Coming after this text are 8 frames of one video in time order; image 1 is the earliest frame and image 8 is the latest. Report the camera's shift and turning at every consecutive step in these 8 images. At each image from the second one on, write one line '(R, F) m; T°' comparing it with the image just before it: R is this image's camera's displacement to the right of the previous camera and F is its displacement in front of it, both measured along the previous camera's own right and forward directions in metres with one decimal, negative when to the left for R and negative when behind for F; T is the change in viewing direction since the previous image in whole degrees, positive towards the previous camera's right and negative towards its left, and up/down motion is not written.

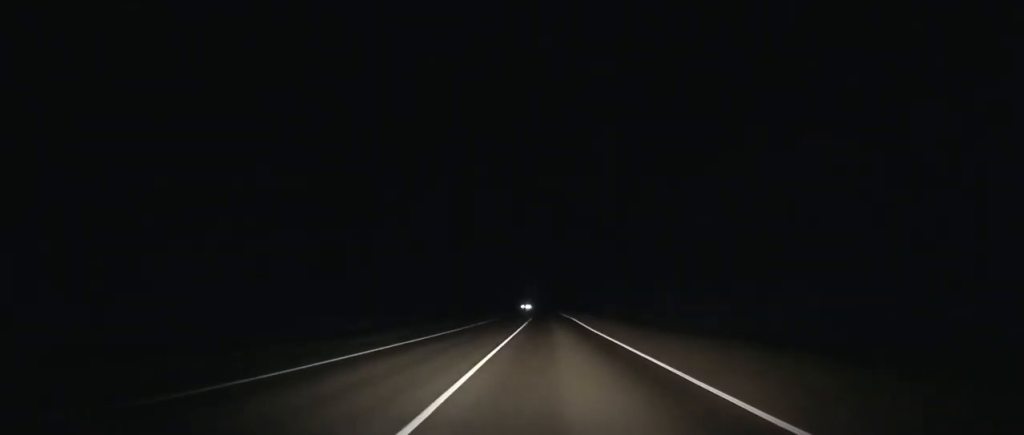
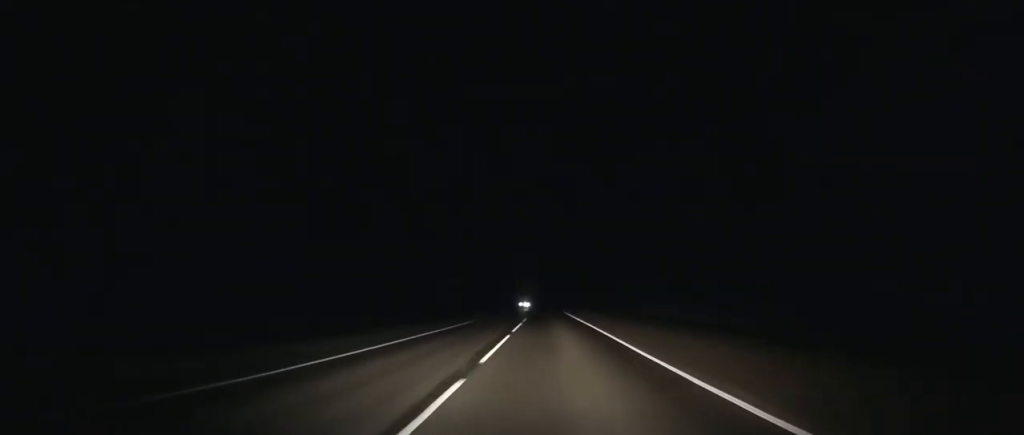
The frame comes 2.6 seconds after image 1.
(-0.1, +71.4) m; 0°
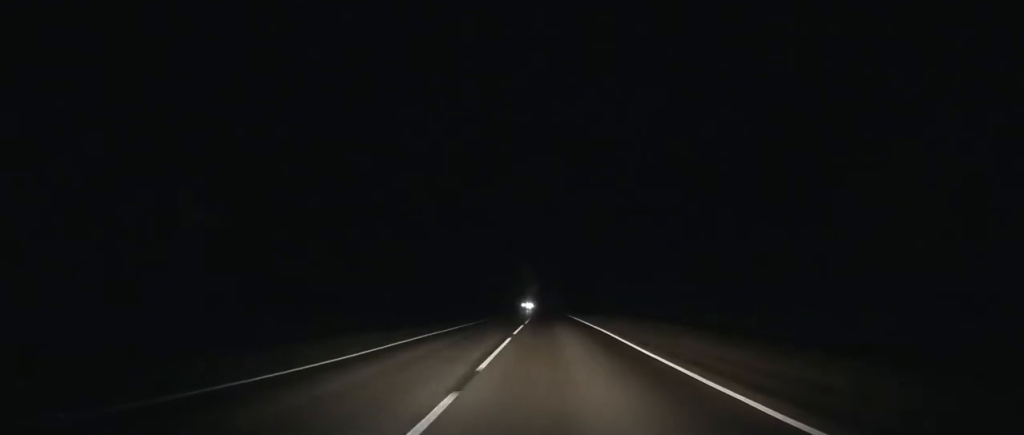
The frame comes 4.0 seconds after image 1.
(-0.1, +38.2) m; 0°
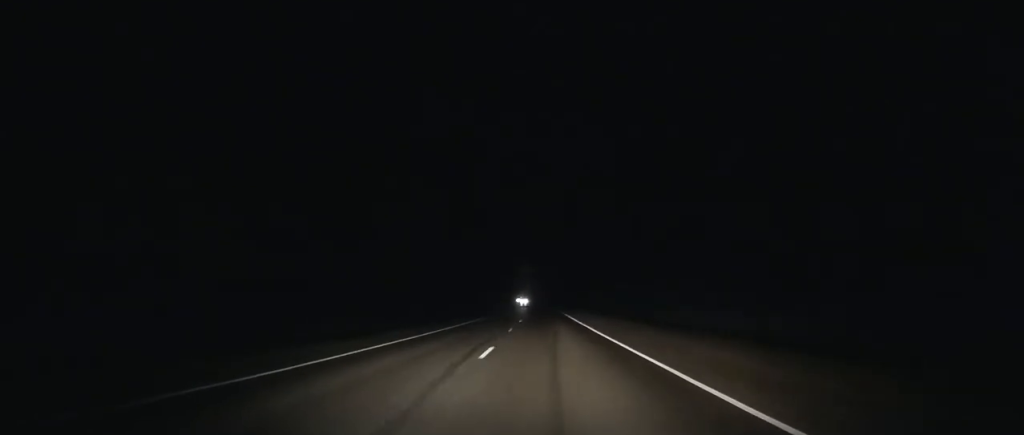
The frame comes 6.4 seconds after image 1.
(0.0, +63.8) m; 0°
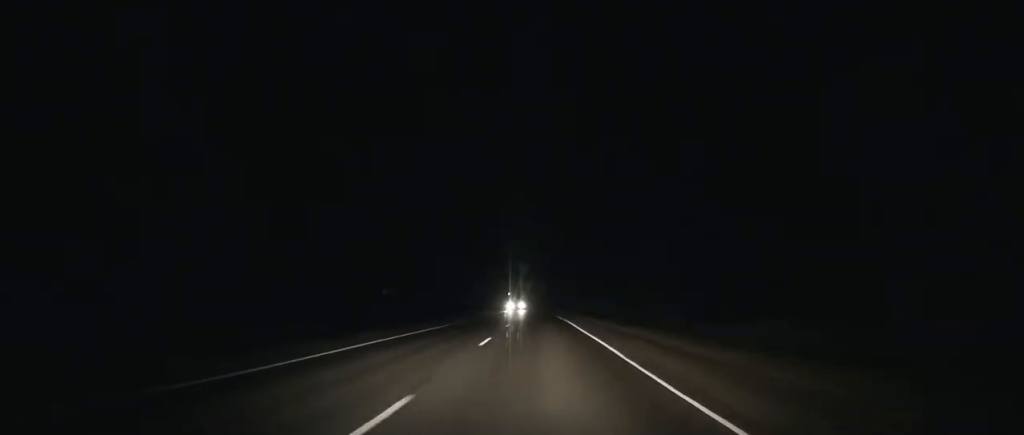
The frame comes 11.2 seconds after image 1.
(-0.1, +124.4) m; -1°
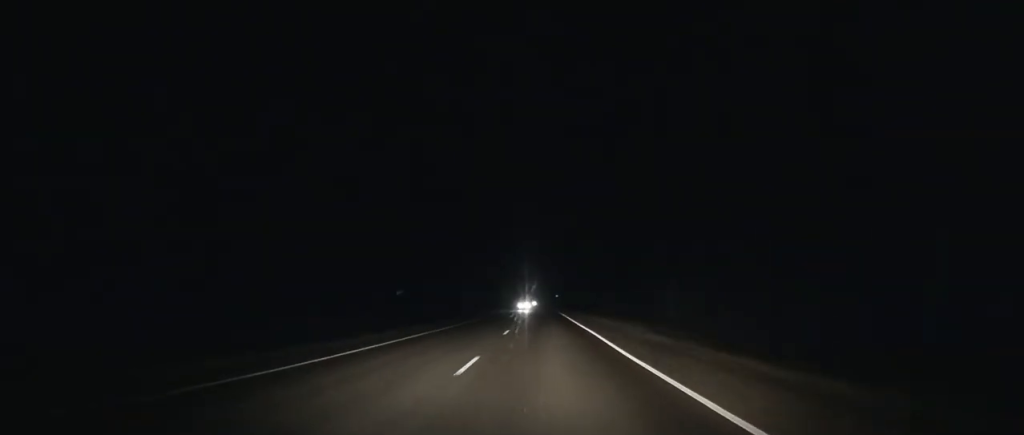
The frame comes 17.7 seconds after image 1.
(-2.4, +175.5) m; -2°
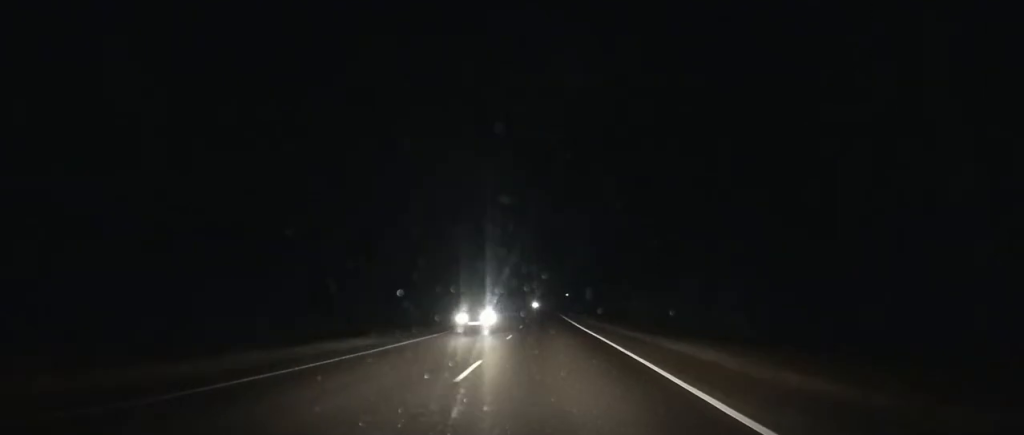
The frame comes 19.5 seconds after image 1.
(-0.1, +49.1) m; 0°
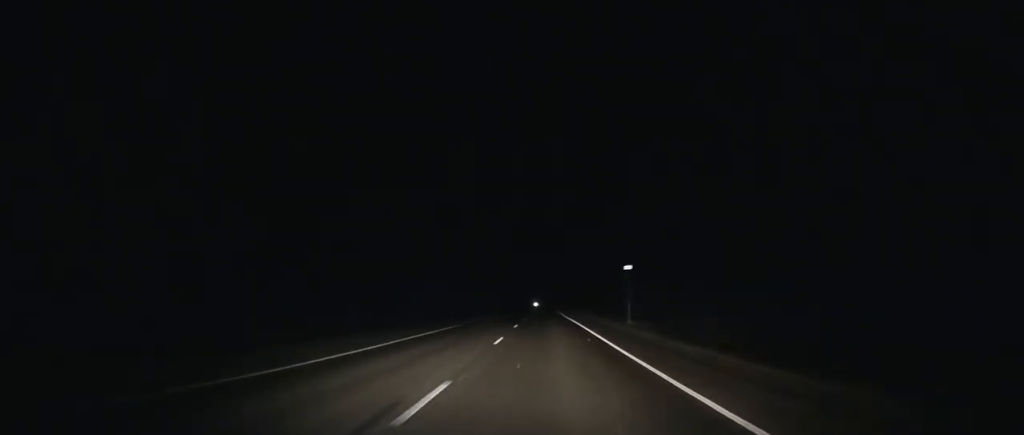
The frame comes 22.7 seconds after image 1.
(-0.4, +86.7) m; 0°
